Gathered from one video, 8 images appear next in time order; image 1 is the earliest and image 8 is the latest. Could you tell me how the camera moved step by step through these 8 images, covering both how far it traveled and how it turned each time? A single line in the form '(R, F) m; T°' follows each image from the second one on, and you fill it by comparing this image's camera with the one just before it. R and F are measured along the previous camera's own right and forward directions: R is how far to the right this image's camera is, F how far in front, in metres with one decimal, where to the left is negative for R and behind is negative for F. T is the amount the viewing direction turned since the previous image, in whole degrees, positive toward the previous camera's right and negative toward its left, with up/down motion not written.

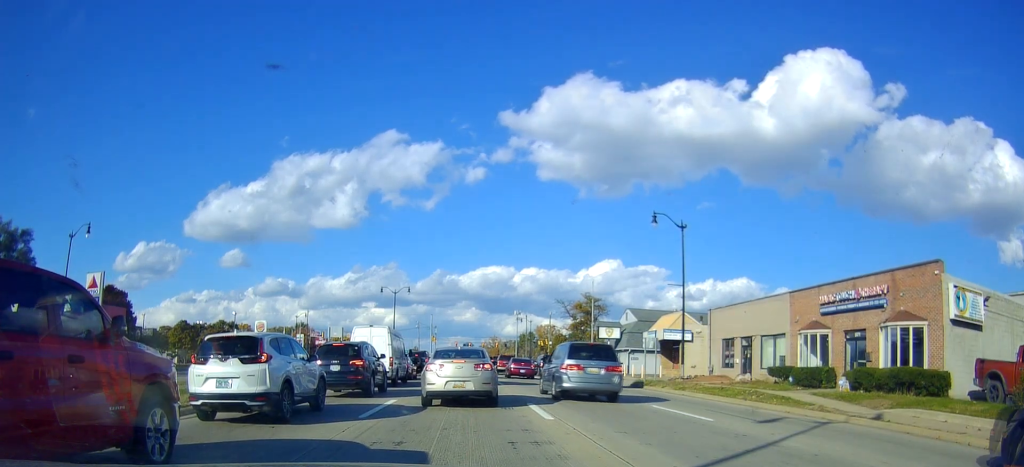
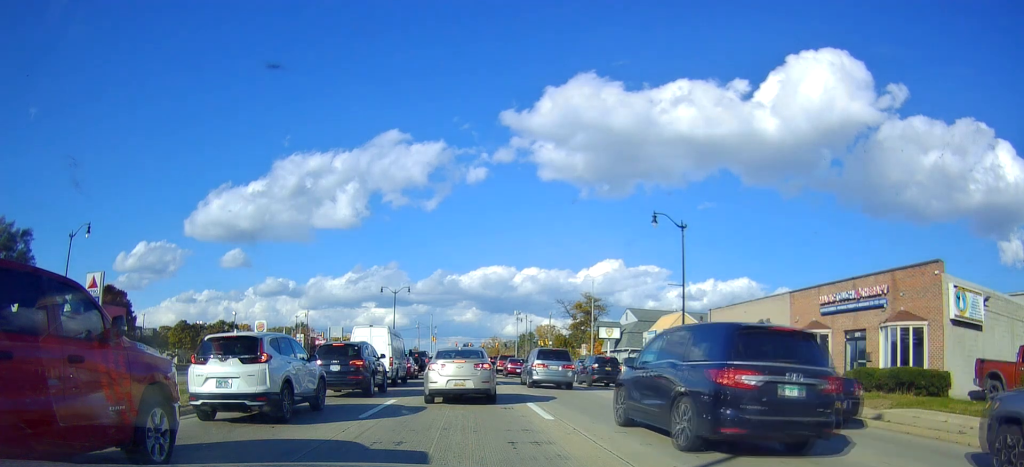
(0.0, +0.1) m; 0°
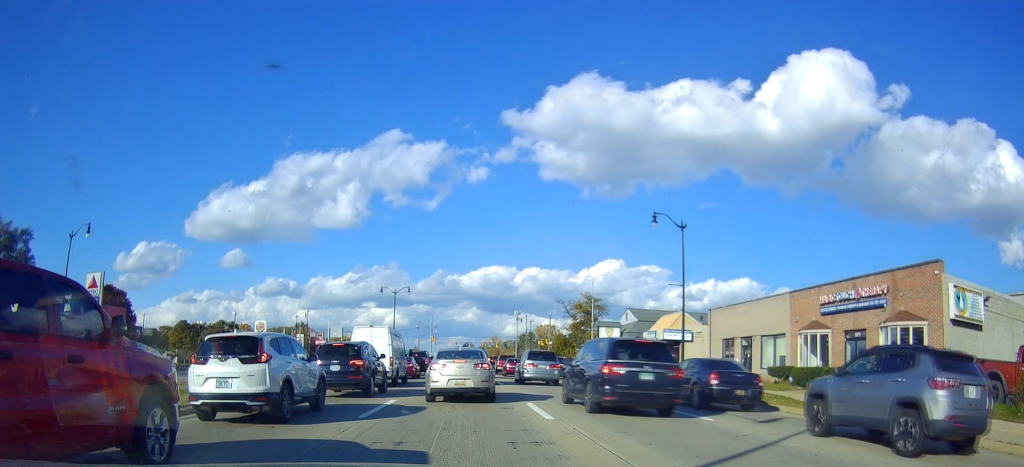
(0.0, 0.0) m; 0°
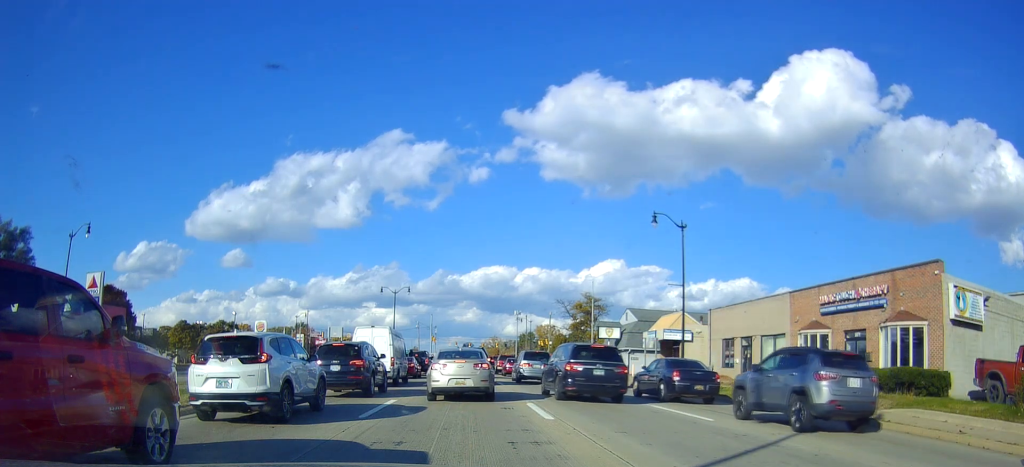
(0.0, 0.0) m; 0°
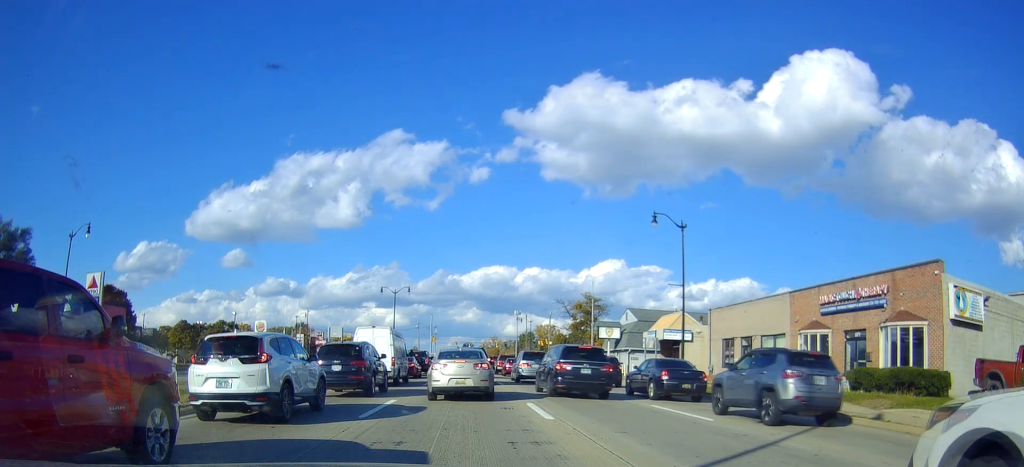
(0.0, 0.0) m; 0°
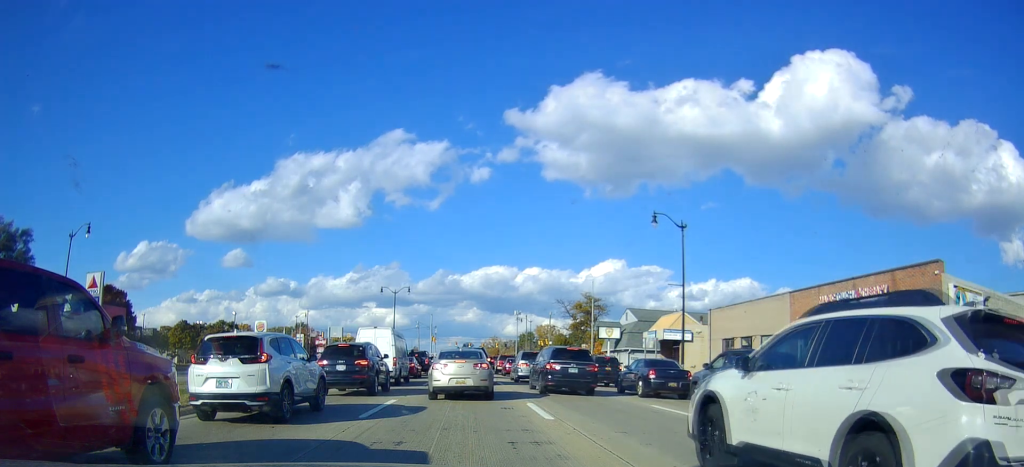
(0.0, 0.0) m; 0°
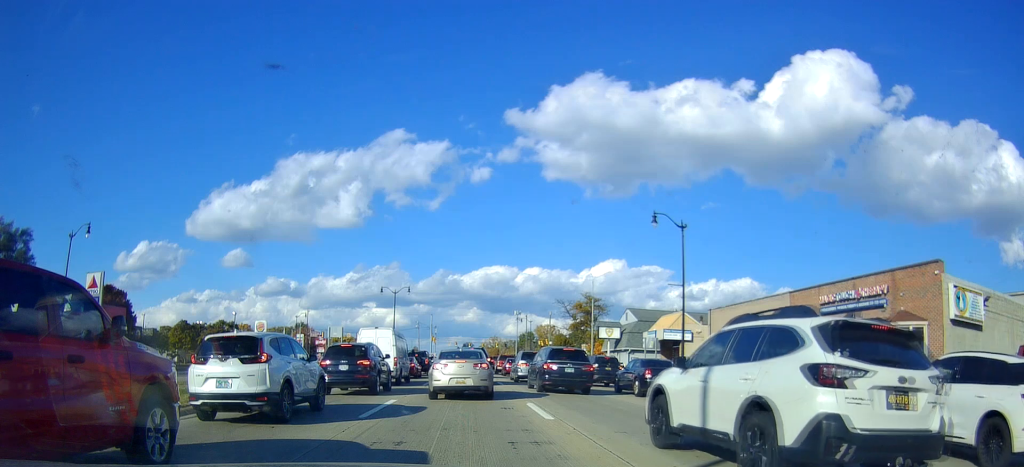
(0.0, 0.0) m; 0°
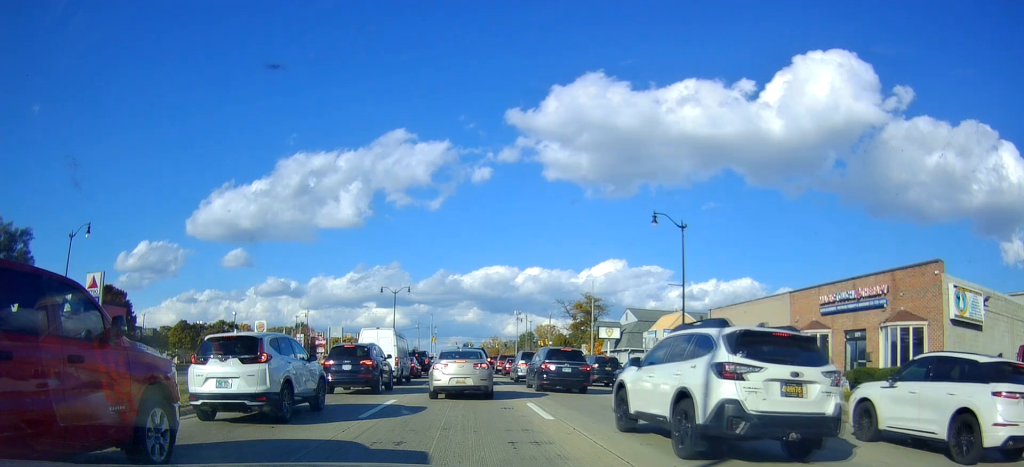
(0.0, 0.0) m; 0°
